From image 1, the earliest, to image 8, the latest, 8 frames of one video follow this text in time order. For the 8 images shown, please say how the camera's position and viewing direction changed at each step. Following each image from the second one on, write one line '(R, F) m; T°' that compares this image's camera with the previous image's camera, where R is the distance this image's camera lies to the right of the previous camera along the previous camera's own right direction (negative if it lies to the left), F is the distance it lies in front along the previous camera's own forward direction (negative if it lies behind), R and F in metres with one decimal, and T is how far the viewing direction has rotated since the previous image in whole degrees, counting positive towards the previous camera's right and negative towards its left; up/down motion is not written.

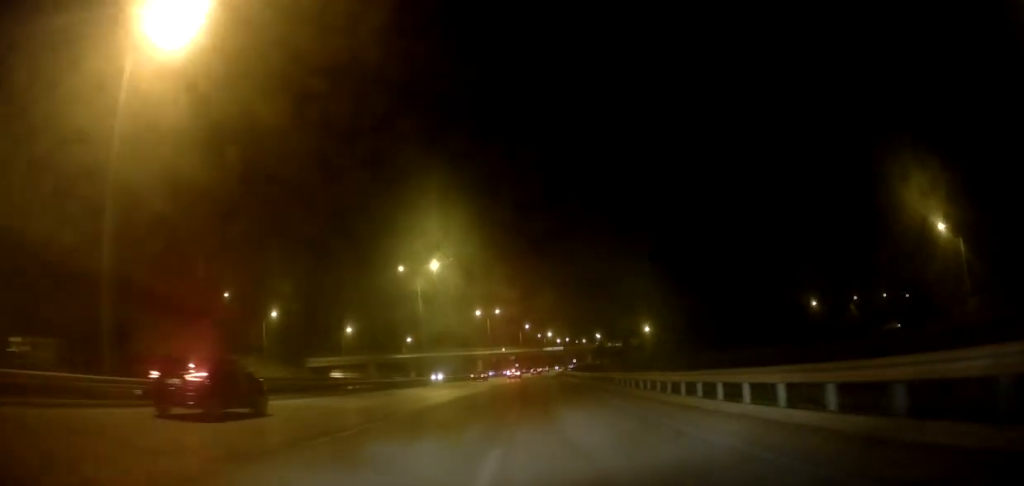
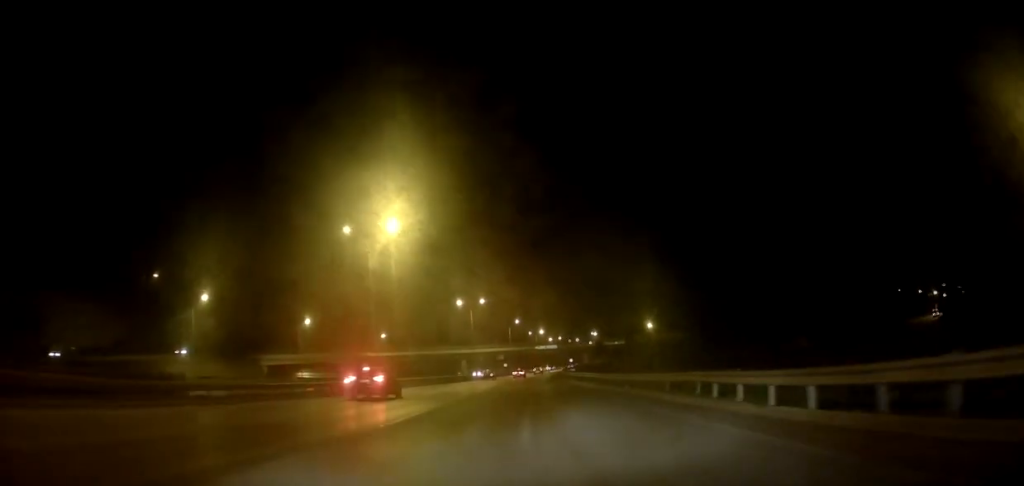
(+0.5, +19.4) m; +2°
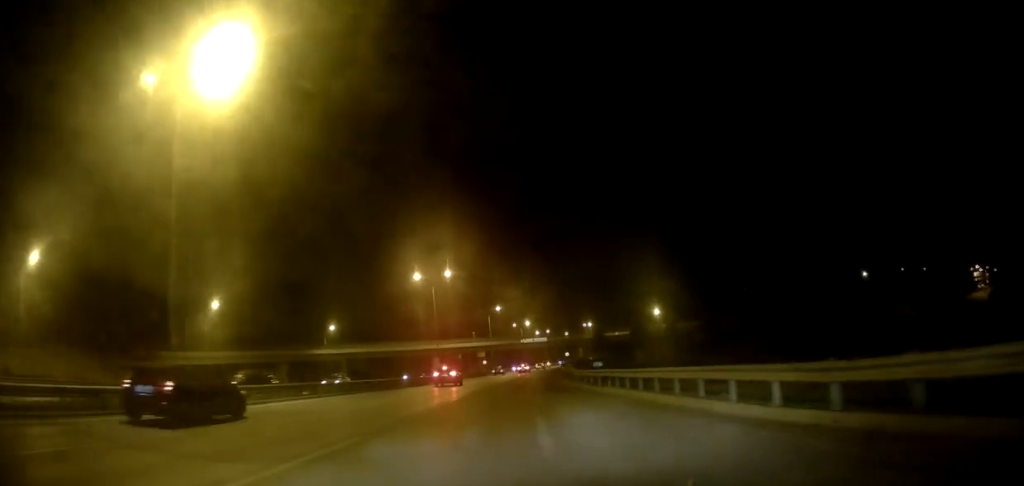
(-0.1, +31.4) m; 0°
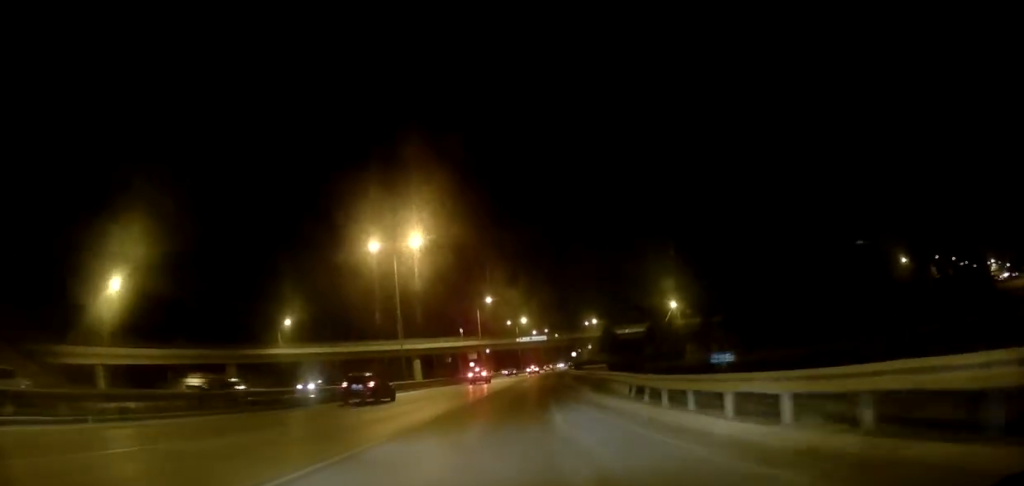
(+0.2, +20.2) m; +2°
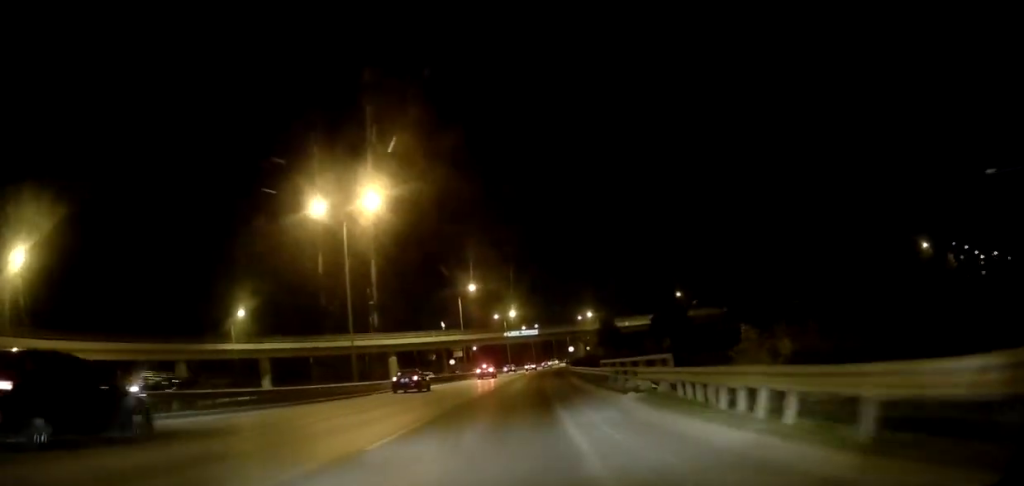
(+0.2, +12.4) m; 0°
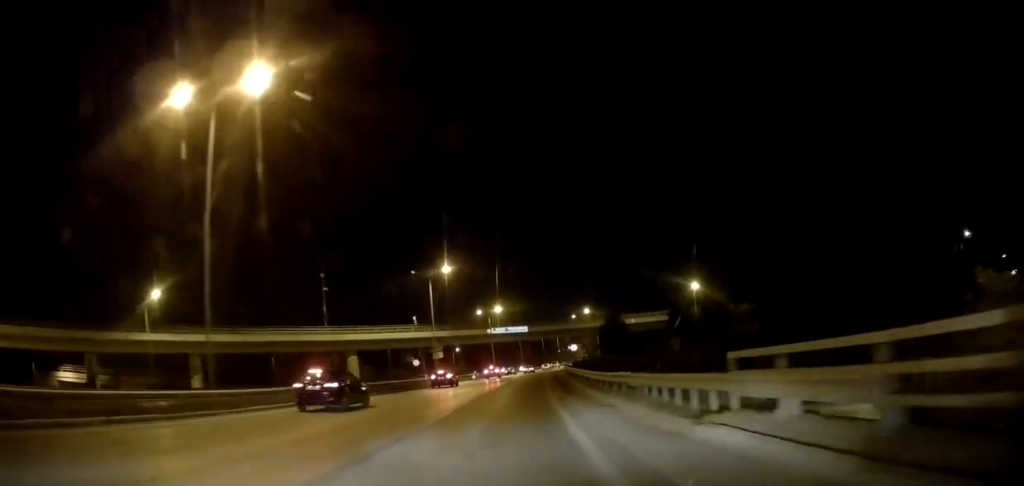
(0.0, +18.0) m; 0°
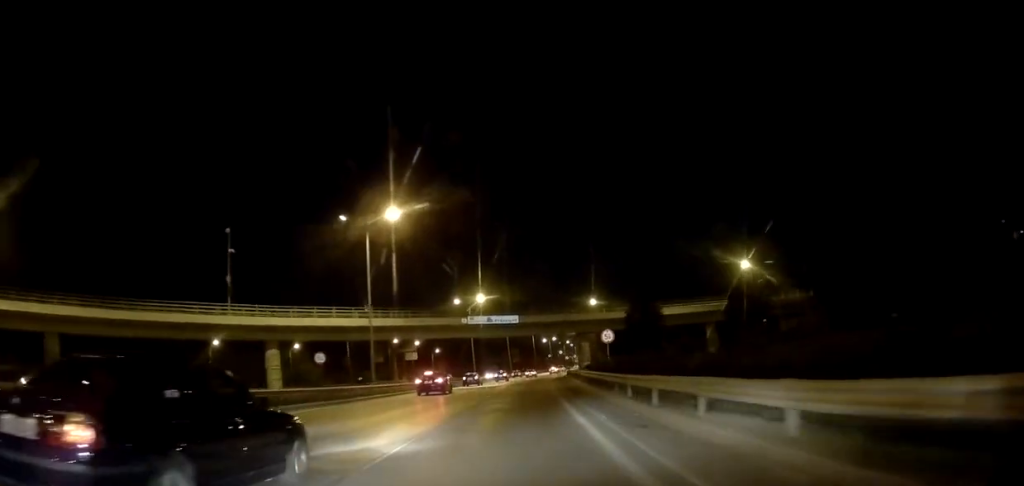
(+0.4, +26.0) m; +2°
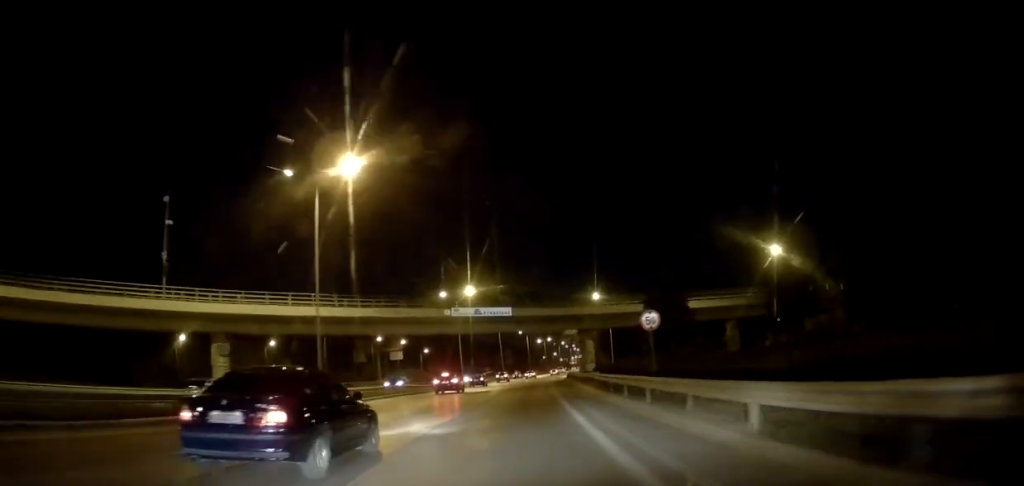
(+0.1, +10.6) m; +1°
